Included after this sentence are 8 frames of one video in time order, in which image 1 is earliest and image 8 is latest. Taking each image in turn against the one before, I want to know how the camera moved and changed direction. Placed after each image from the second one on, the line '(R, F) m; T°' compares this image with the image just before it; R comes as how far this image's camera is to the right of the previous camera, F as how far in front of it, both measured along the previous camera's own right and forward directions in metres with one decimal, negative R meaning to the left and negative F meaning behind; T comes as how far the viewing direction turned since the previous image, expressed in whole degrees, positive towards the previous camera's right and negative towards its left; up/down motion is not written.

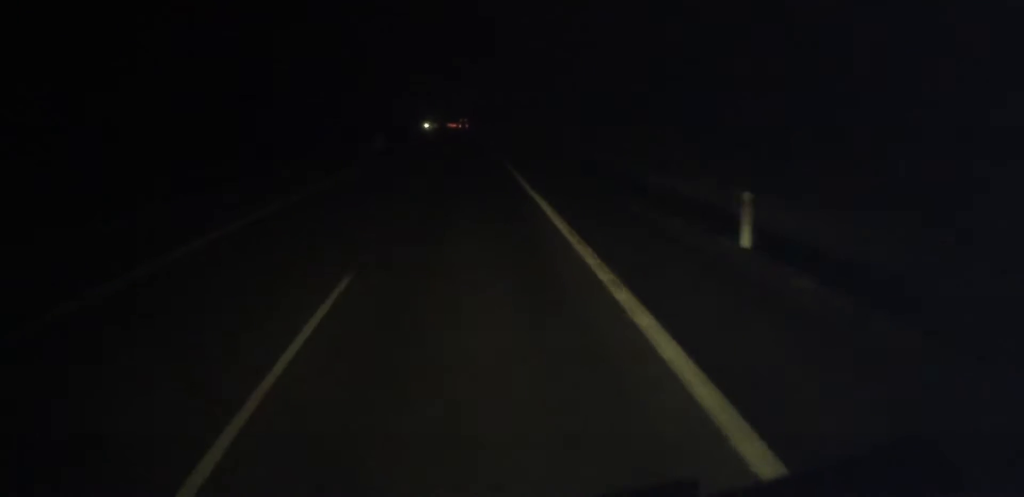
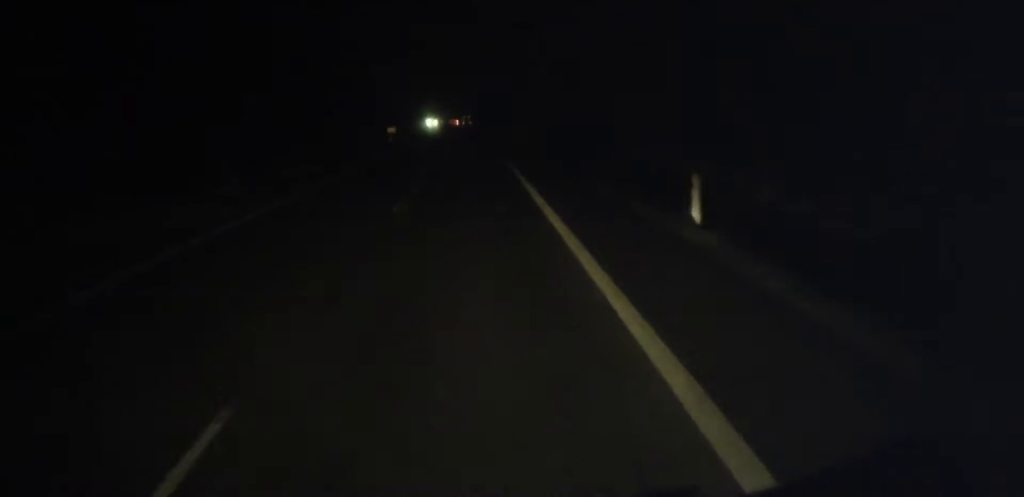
(-0.5, +93.2) m; -1°
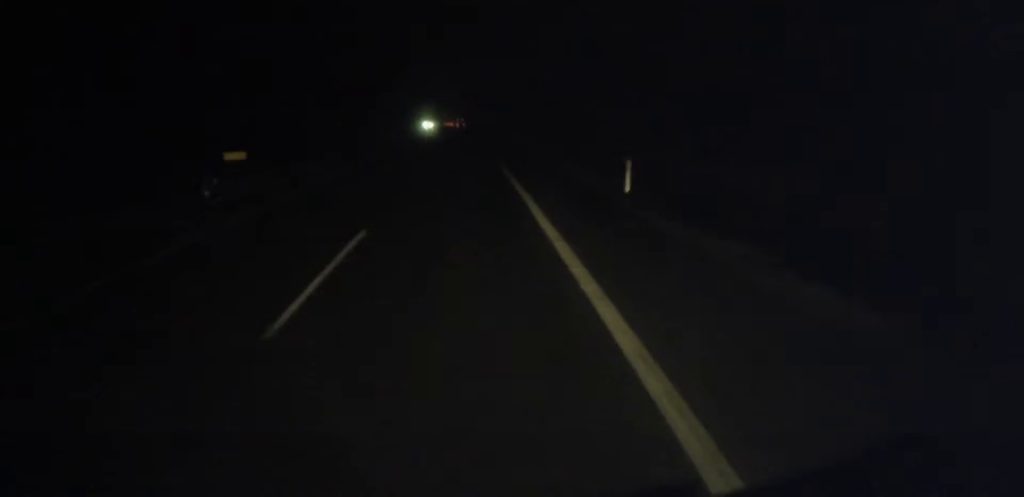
(-0.1, +43.7) m; 0°
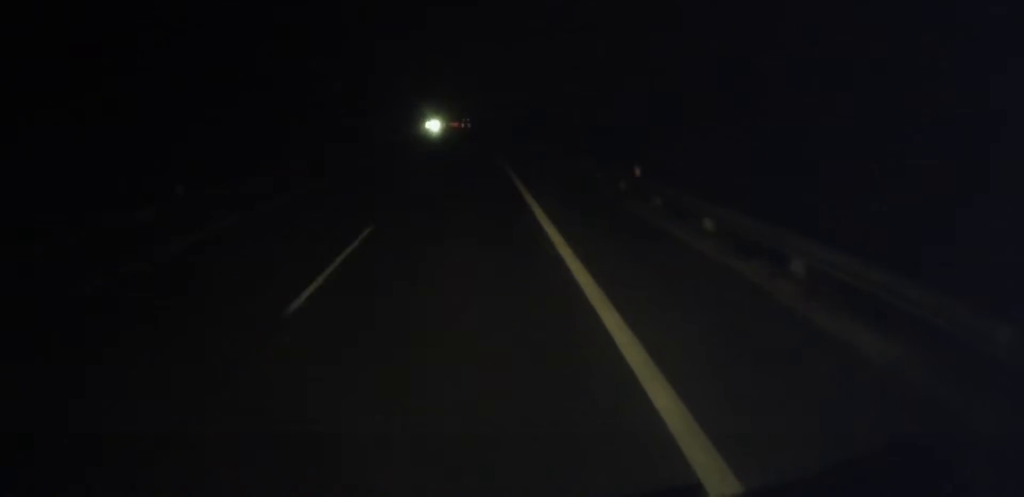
(-0.1, +53.1) m; 0°
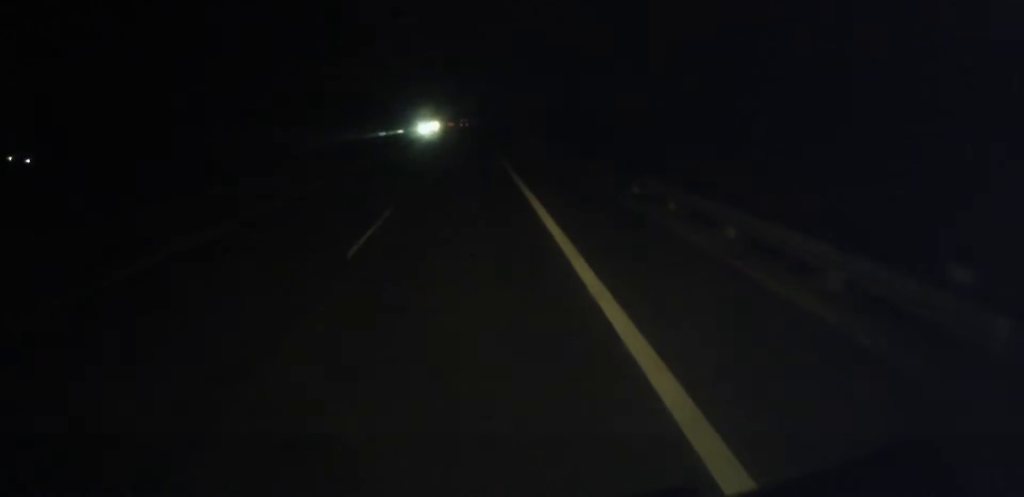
(-3.1, +214.1) m; -1°
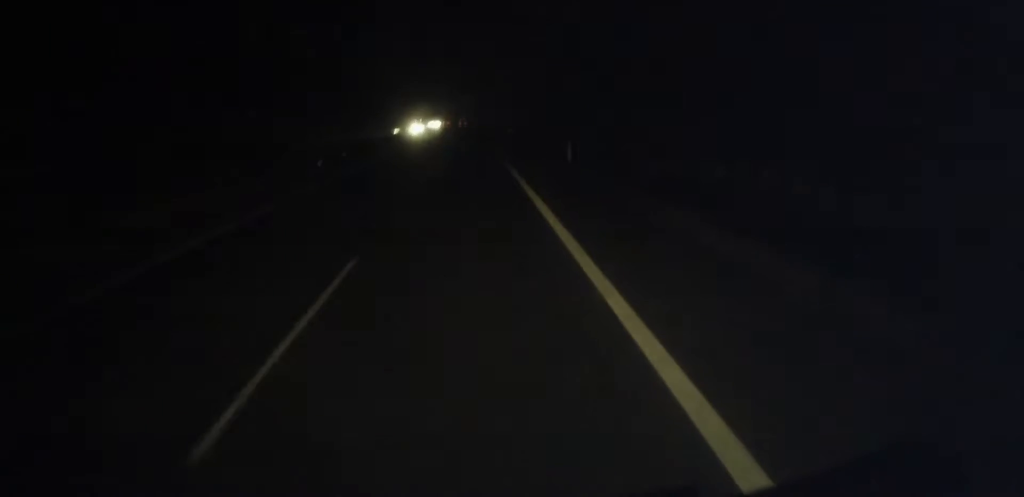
(-1.8, +170.4) m; -1°
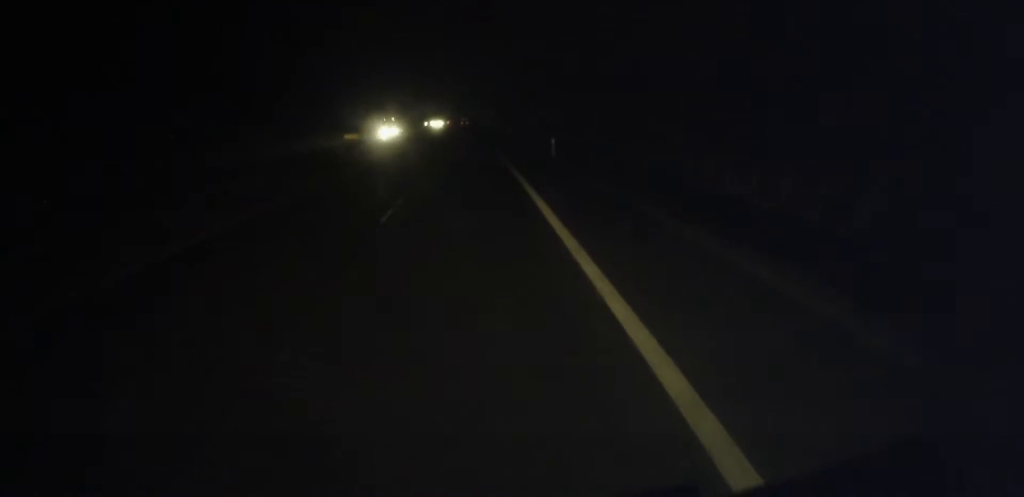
(-0.2, +44.2) m; 0°
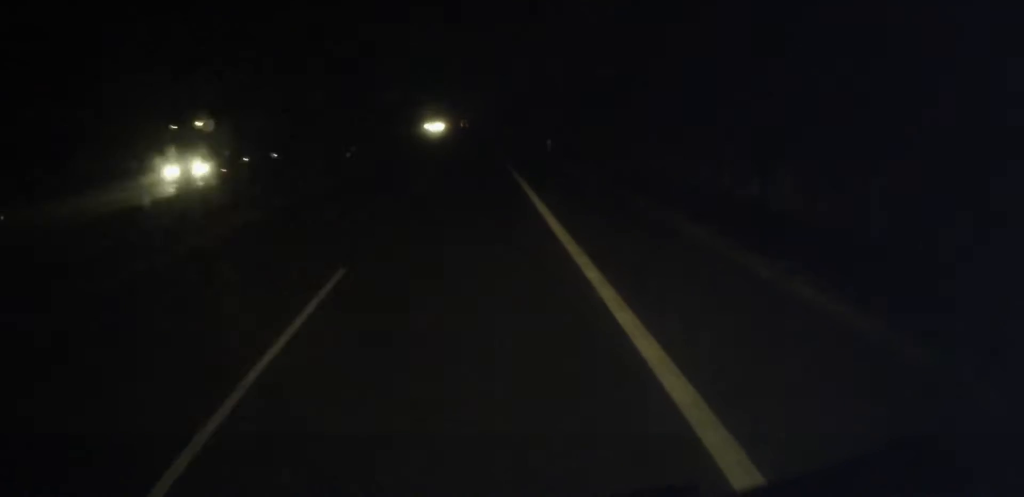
(-0.1, +47.2) m; 0°
